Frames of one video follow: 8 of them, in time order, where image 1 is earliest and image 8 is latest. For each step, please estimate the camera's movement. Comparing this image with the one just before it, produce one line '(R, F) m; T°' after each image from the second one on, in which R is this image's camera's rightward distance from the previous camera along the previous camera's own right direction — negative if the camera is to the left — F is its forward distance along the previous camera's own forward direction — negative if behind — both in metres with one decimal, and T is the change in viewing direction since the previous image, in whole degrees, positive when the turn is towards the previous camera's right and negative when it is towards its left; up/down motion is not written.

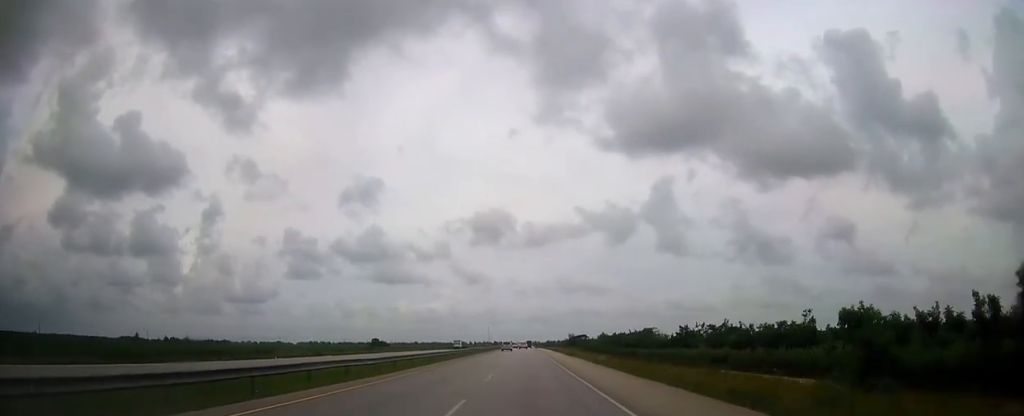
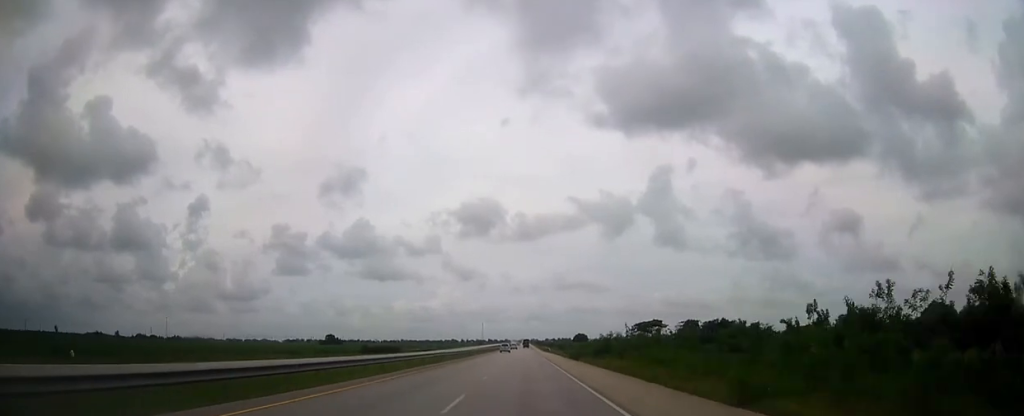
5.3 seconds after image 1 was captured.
(0.0, +165.9) m; 0°
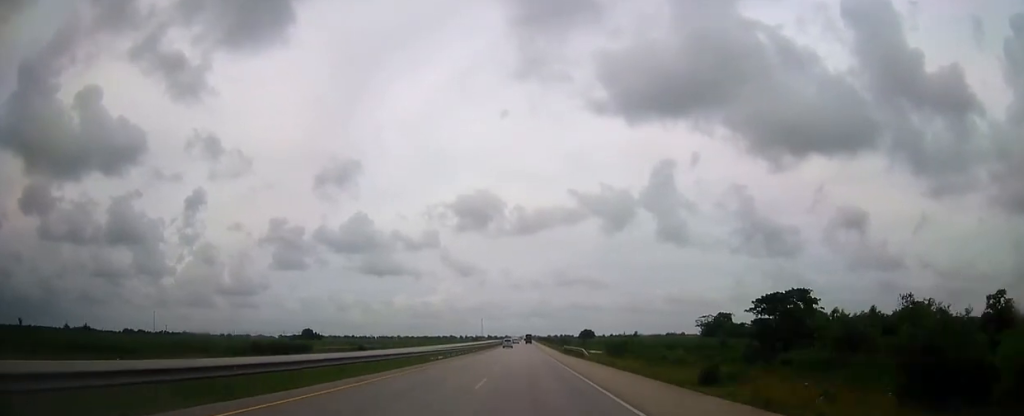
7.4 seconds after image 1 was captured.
(0.0, +64.9) m; 0°
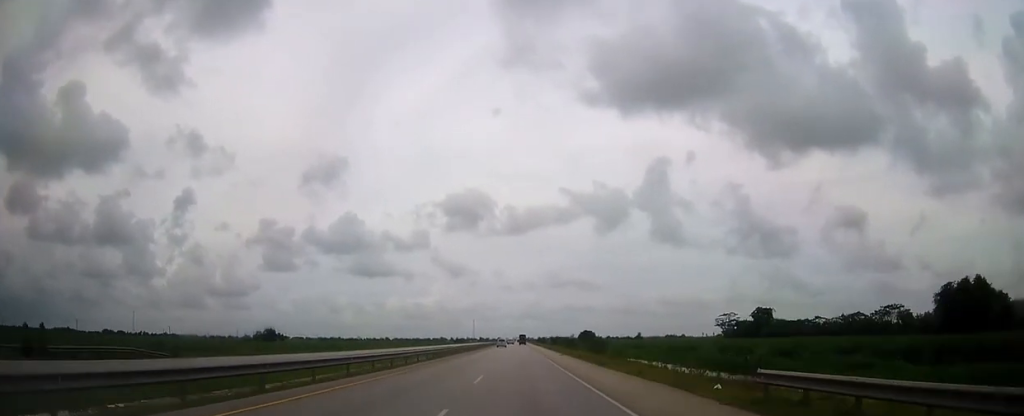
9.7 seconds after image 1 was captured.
(+0.1, +70.3) m; 0°
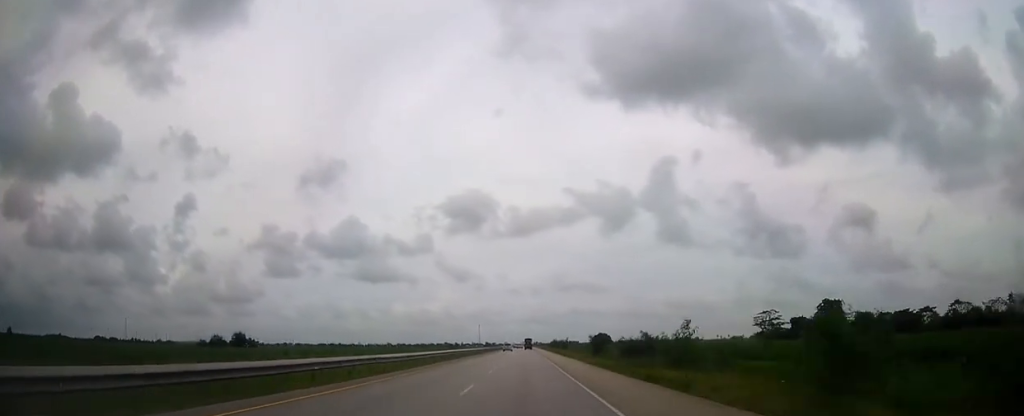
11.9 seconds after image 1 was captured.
(+0.1, +65.5) m; 0°
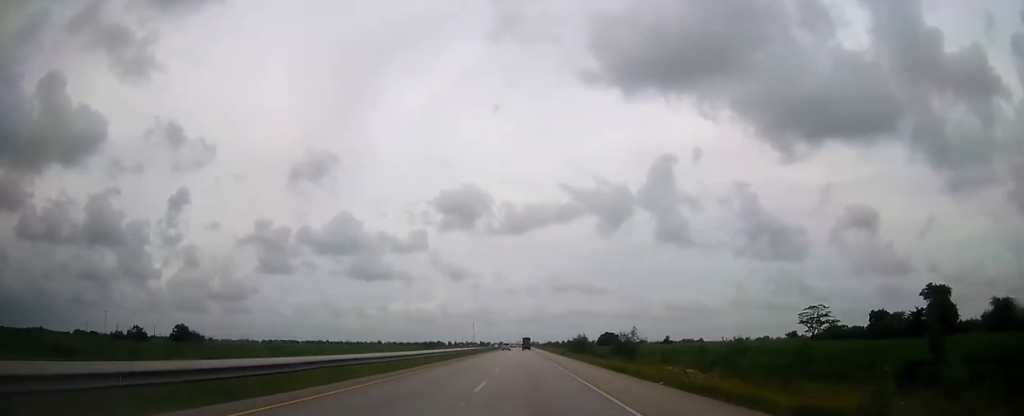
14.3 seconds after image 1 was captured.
(-0.2, +71.3) m; 0°
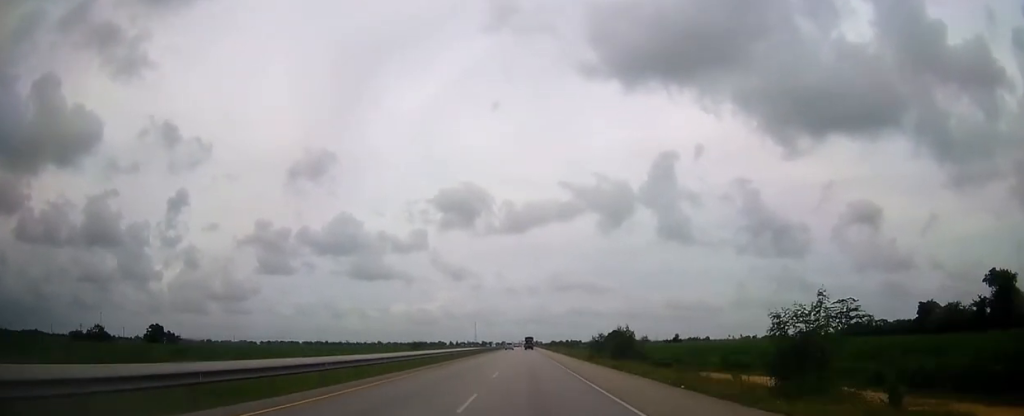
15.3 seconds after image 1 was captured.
(+0.1, +29.1) m; 0°
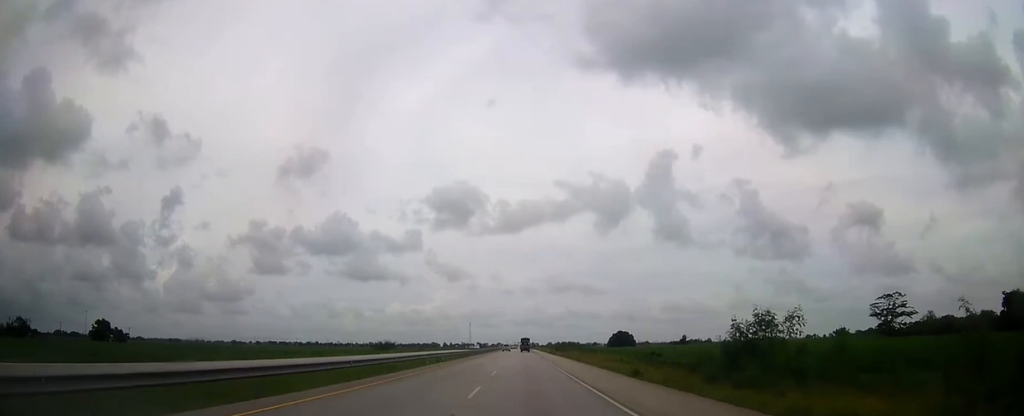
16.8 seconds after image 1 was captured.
(+0.1, +43.7) m; 0°
